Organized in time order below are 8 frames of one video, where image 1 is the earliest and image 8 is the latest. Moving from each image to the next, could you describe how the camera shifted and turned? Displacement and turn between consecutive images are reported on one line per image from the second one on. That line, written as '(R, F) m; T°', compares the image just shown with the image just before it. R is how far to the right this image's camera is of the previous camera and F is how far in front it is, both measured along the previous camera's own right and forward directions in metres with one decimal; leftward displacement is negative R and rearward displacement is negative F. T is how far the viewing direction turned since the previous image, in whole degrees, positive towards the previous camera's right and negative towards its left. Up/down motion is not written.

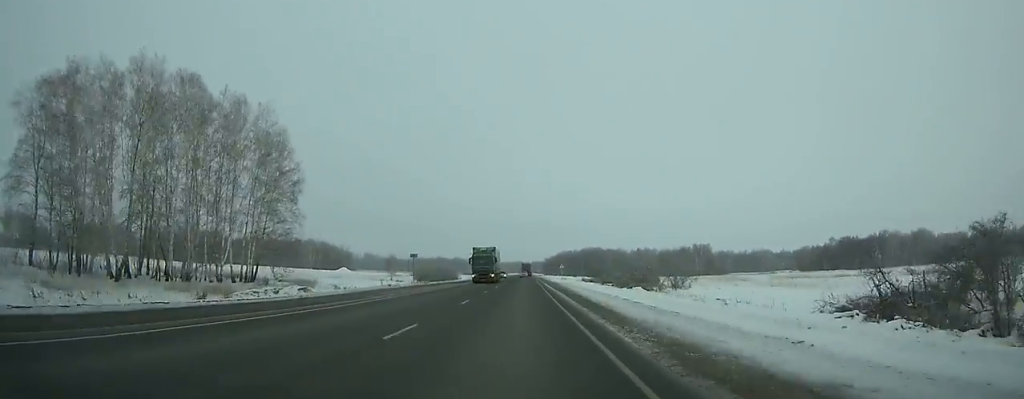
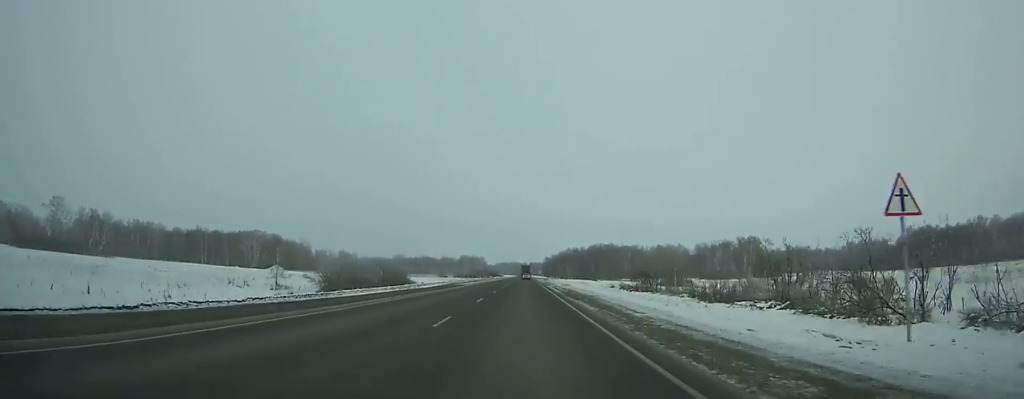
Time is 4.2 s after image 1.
(+0.2, +93.0) m; 0°
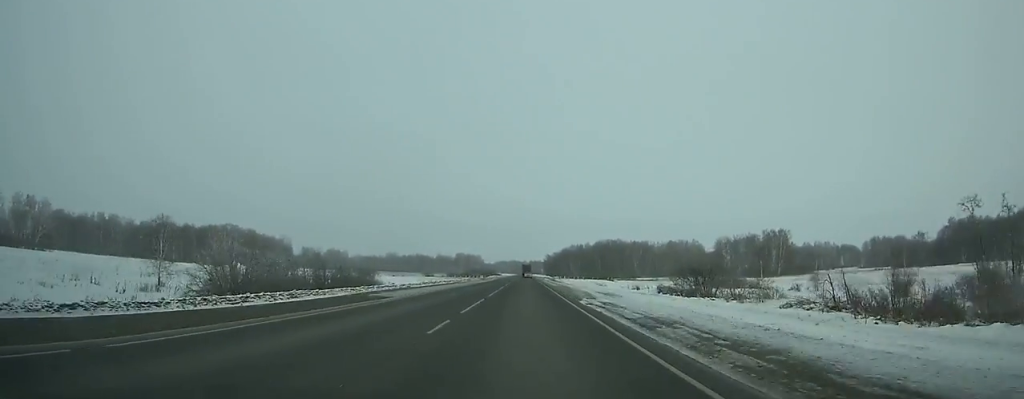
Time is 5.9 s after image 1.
(+0.1, +37.1) m; 0°
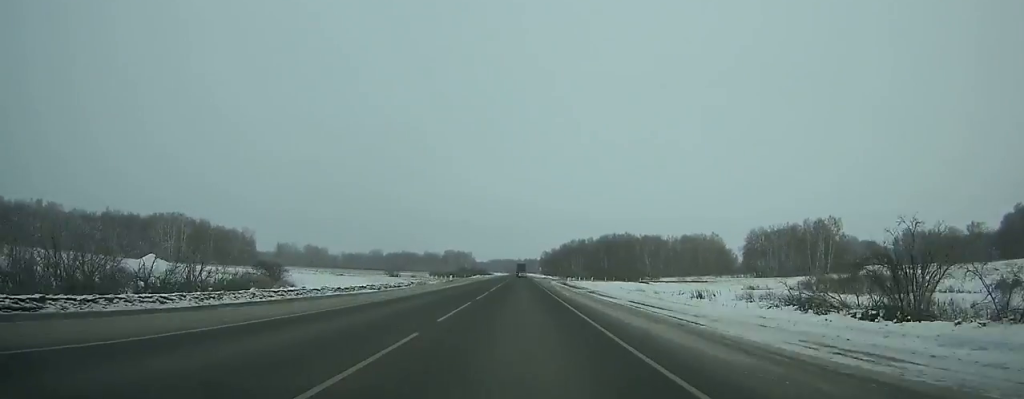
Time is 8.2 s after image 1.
(+0.1, +49.9) m; 0°
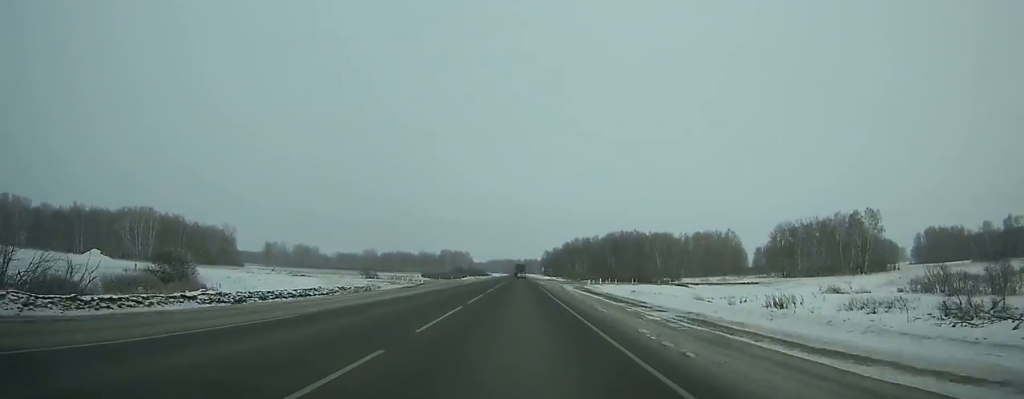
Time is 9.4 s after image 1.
(+0.1, +26.0) m; 0°
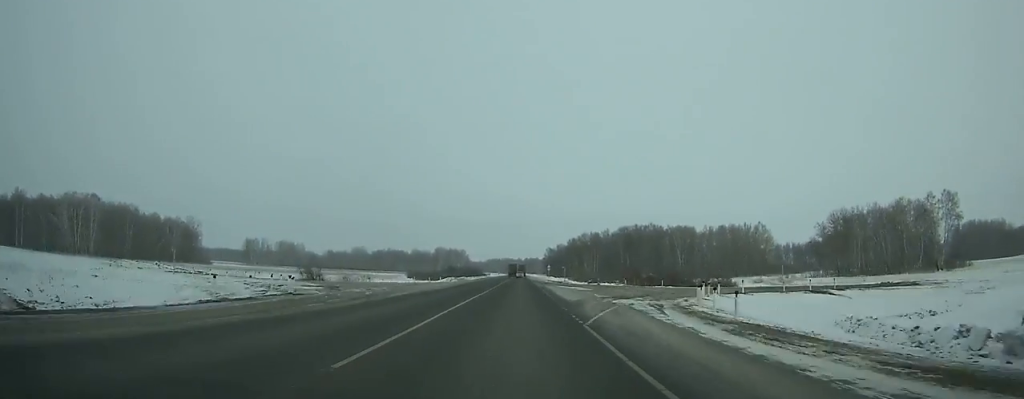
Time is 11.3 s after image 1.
(0.0, +41.1) m; 0°
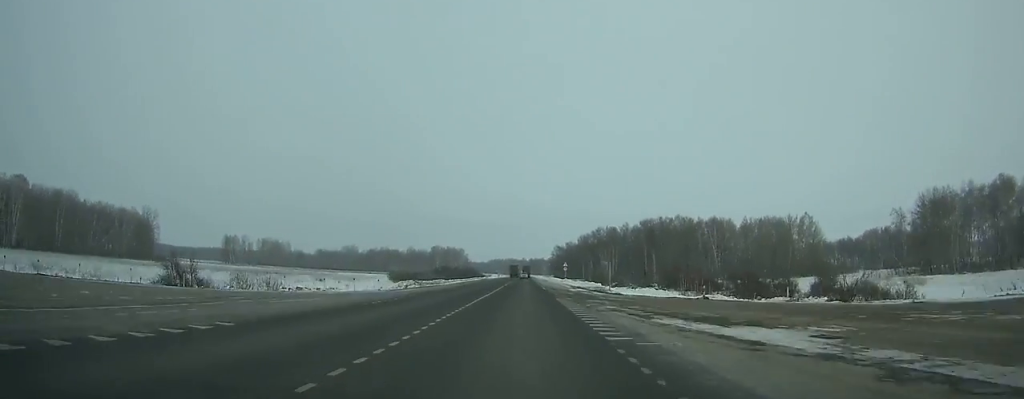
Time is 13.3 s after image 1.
(0.0, +43.3) m; 0°
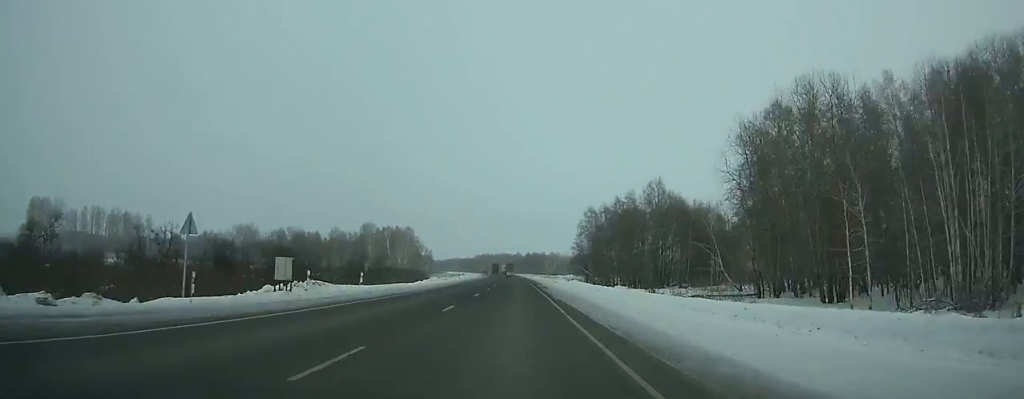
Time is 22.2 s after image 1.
(-0.4, +193.1) m; 0°
